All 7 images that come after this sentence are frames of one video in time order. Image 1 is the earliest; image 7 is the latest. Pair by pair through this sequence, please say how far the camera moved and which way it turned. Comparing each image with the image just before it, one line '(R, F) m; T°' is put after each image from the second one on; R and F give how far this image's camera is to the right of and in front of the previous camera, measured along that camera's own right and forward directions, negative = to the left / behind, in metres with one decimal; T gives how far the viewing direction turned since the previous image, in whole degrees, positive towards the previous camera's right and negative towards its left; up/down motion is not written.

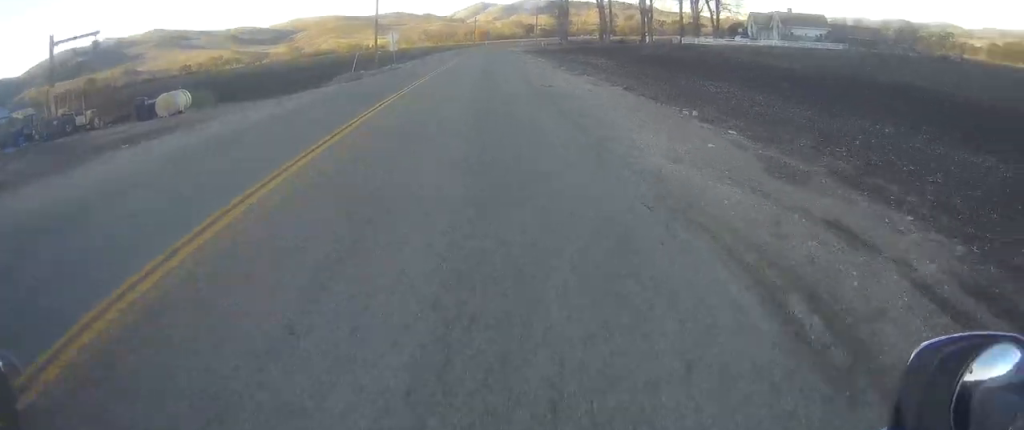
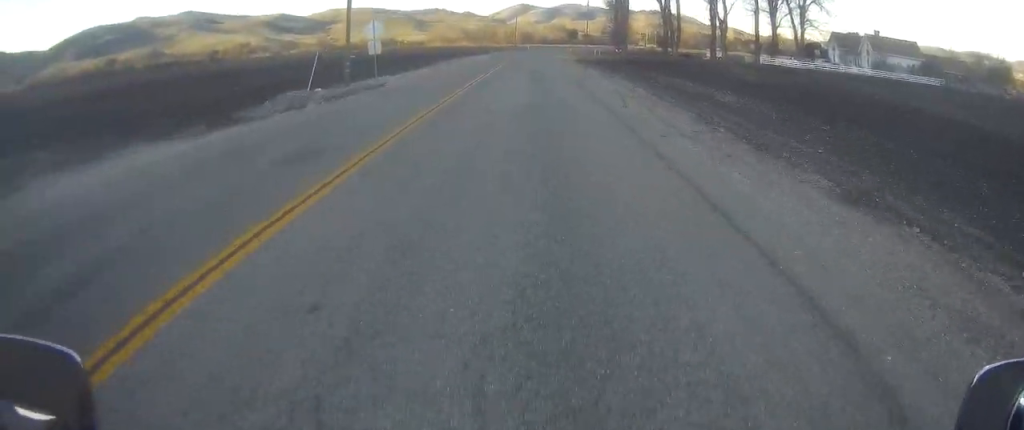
(+0.2, +23.8) m; +1°
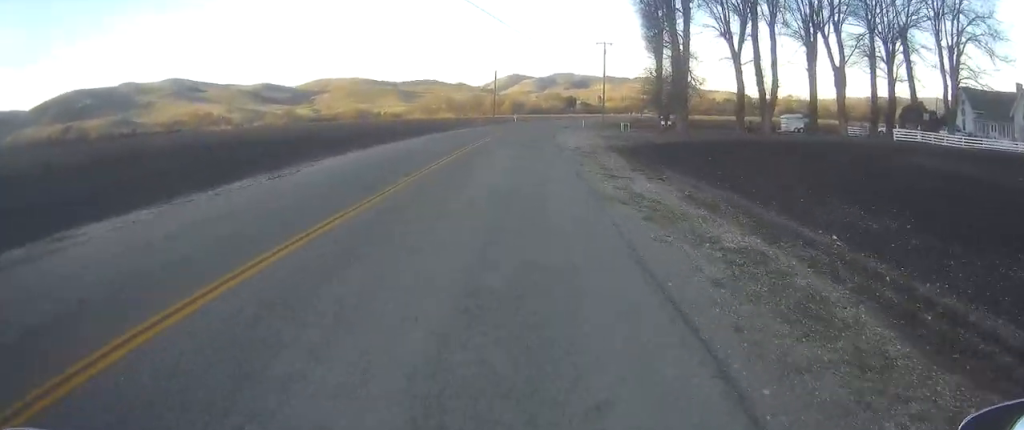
(-0.1, +47.9) m; -2°
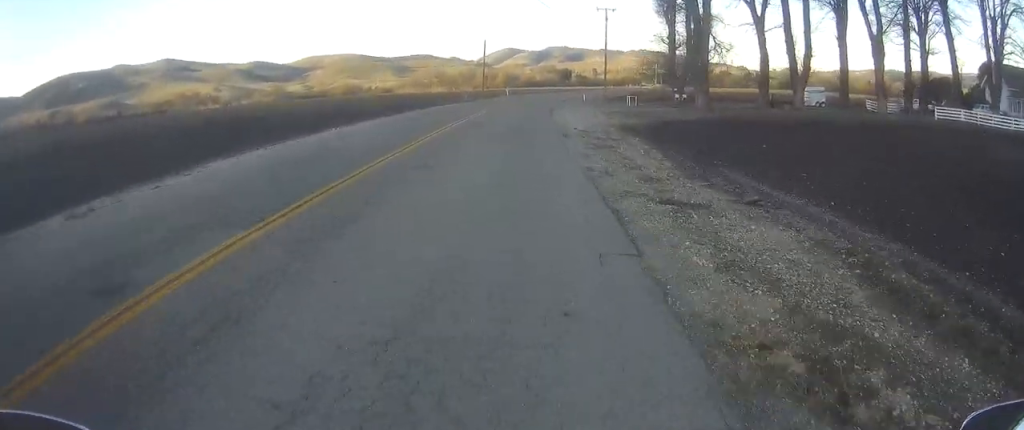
(0.0, +9.0) m; 0°
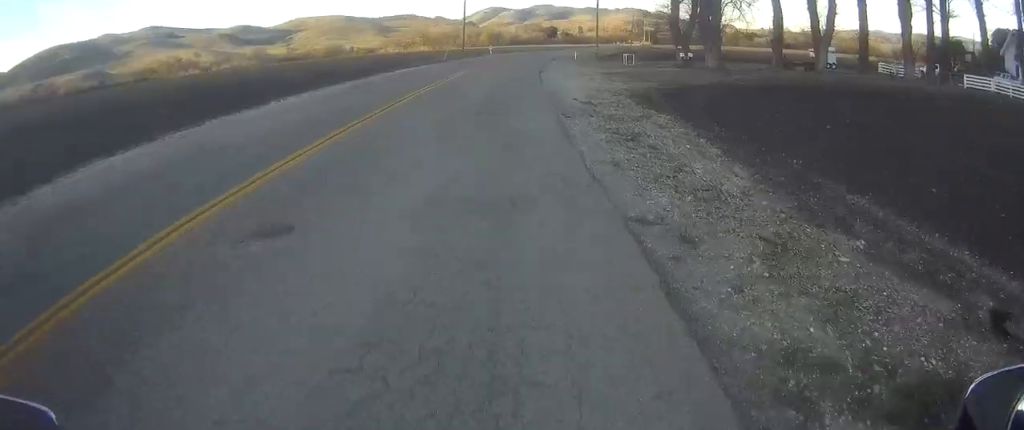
(0.0, +7.1) m; 0°
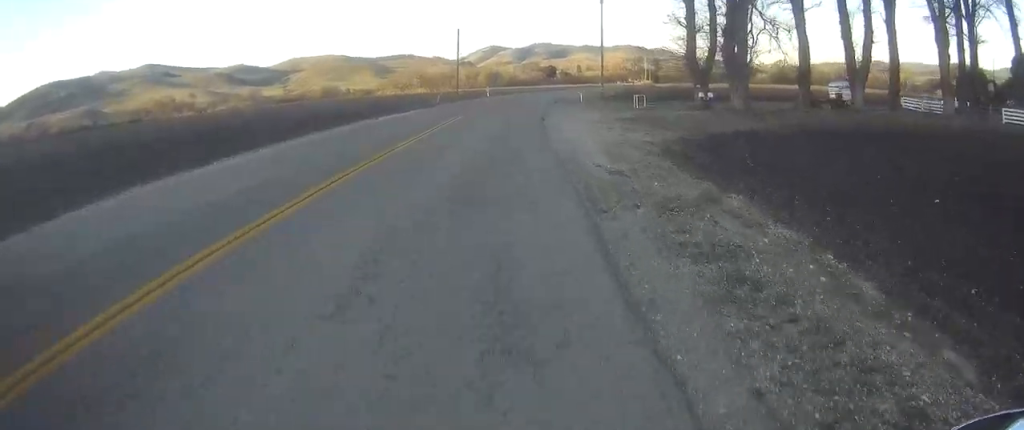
(0.0, +5.8) m; 0°
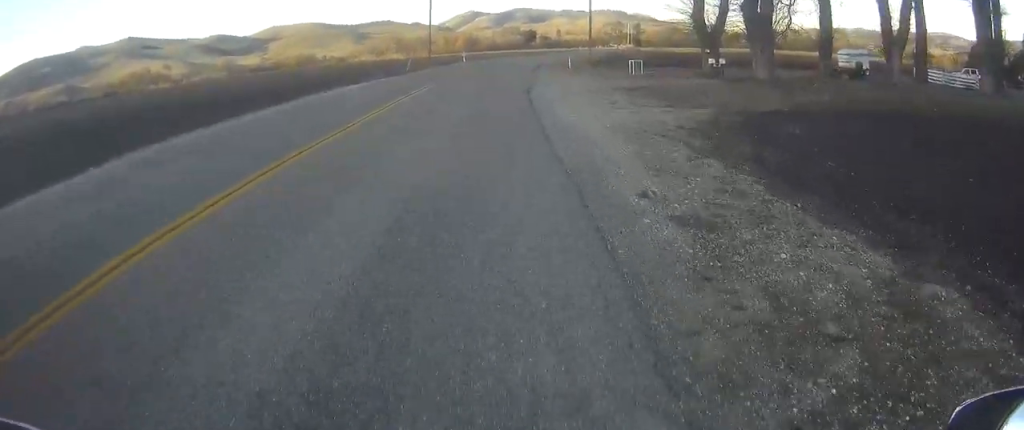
(0.0, +6.7) m; -1°
